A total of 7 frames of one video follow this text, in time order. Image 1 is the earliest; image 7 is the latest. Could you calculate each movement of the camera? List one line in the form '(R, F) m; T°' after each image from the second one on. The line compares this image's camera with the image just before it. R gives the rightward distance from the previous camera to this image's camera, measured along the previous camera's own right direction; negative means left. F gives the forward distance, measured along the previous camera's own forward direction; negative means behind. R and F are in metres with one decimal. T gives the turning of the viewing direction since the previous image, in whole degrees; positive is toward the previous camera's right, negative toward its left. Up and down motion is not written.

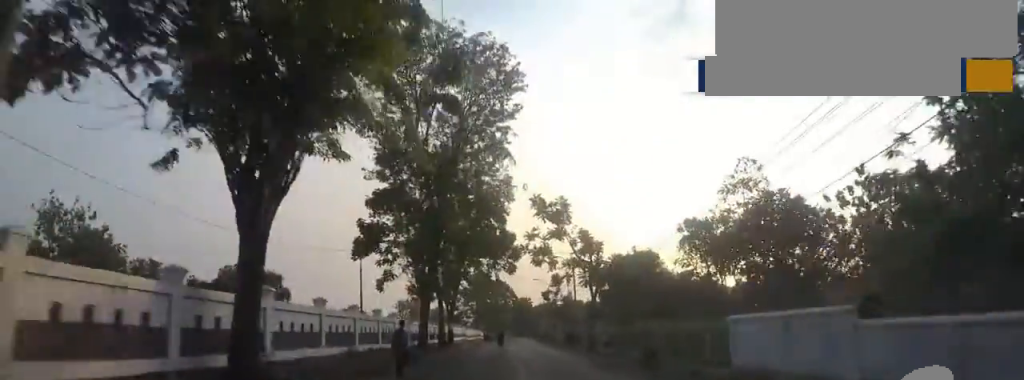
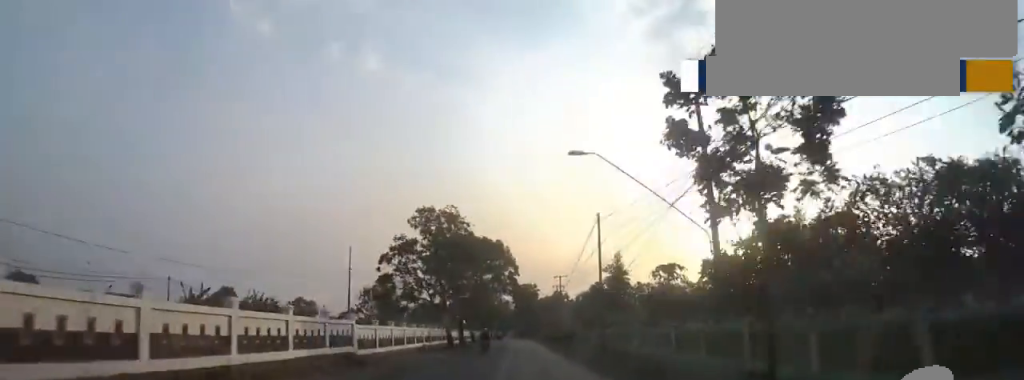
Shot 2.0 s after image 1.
(+1.7, +41.6) m; +1°
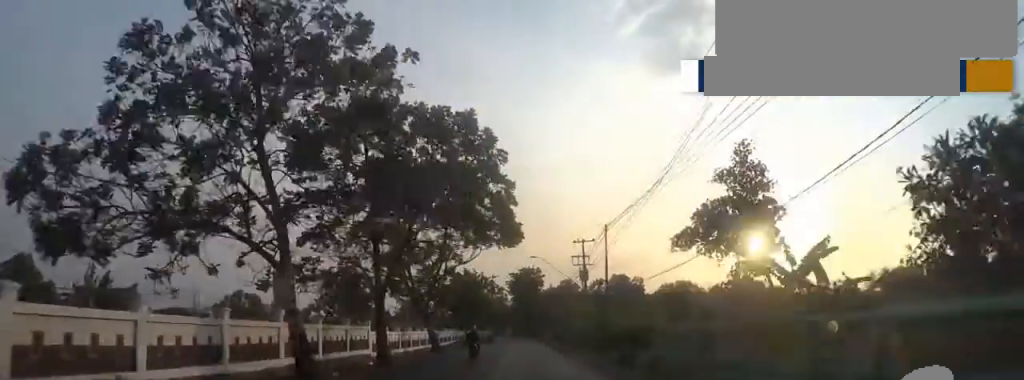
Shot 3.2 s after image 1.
(-0.3, +26.8) m; -2°
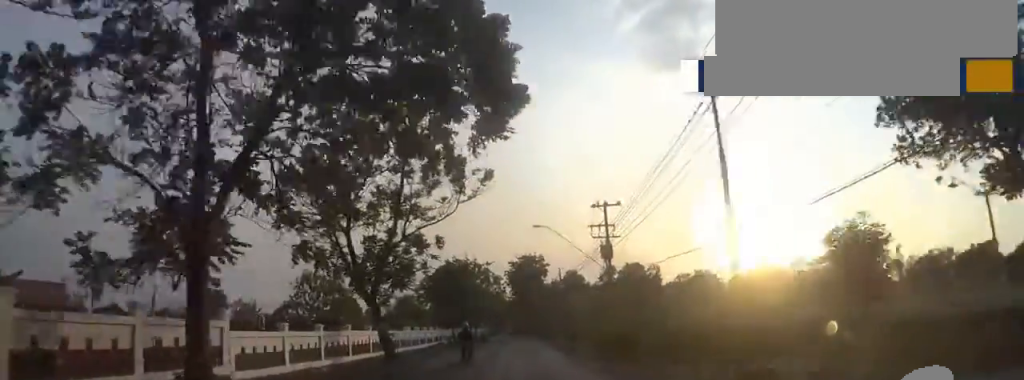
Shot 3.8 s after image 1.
(-0.1, +11.9) m; -1°
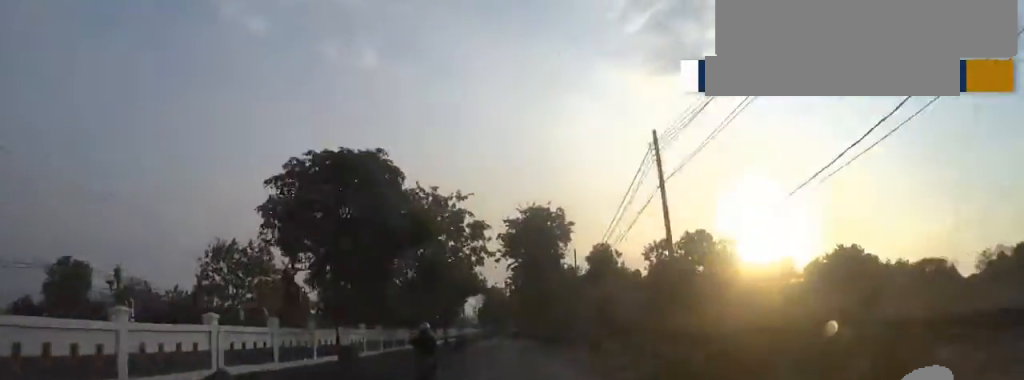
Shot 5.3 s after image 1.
(+0.3, +30.3) m; 0°
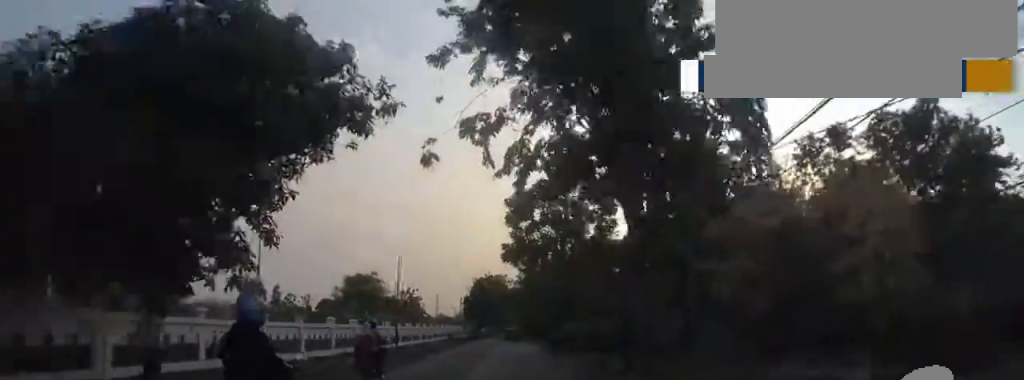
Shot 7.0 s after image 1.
(-0.4, +34.5) m; +1°
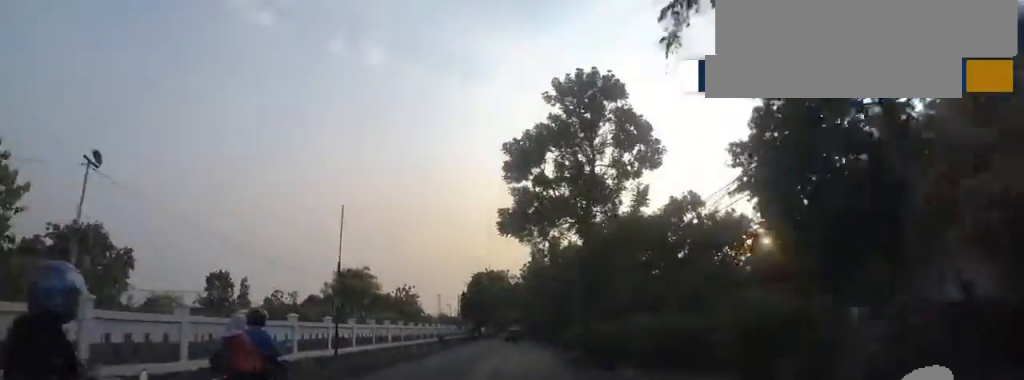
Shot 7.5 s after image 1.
(+0.3, +10.0) m; +1°
